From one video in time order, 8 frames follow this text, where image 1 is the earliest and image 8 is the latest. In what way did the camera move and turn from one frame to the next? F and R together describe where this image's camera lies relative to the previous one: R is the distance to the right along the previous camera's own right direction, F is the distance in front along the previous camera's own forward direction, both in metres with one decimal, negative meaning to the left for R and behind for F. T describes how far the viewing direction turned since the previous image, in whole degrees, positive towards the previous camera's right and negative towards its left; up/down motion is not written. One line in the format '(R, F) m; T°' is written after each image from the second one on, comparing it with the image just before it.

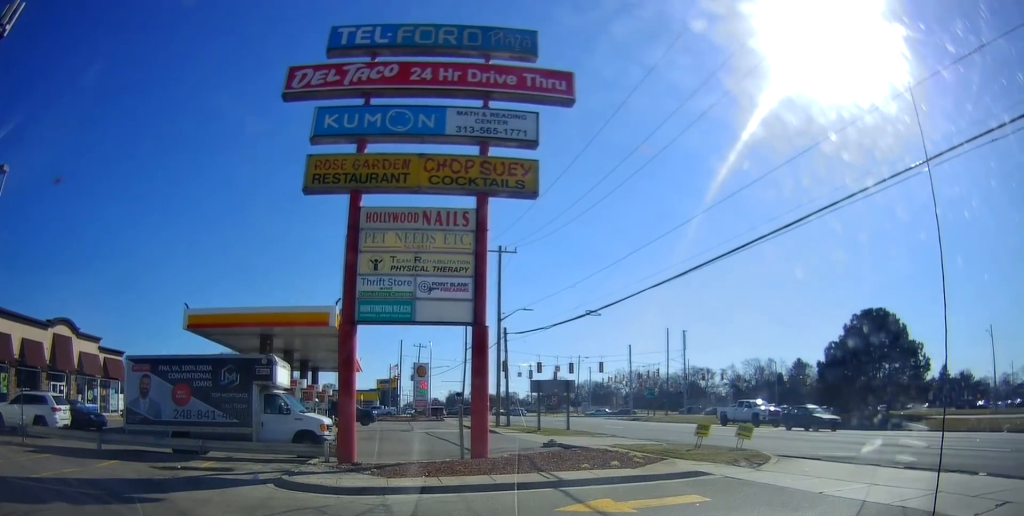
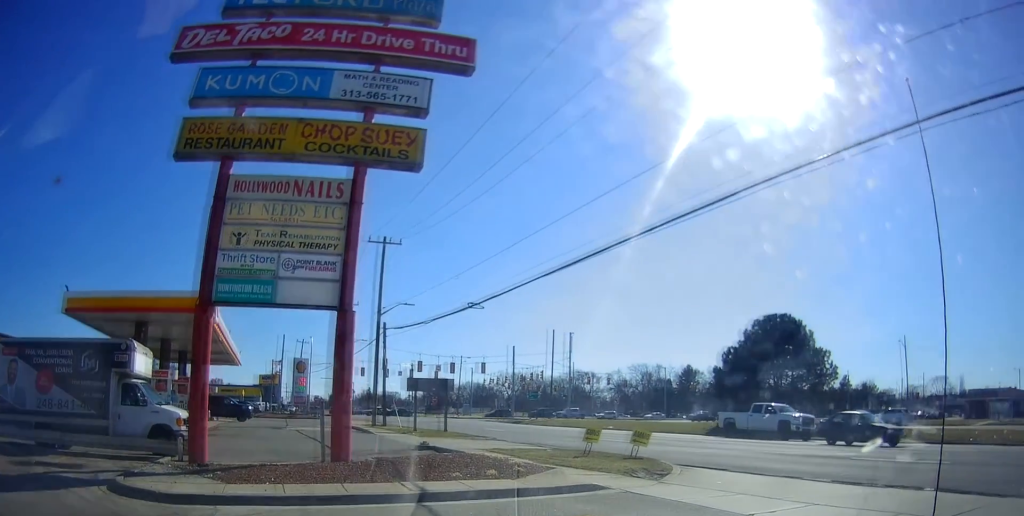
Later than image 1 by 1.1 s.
(-0.4, +2.6) m; +6°
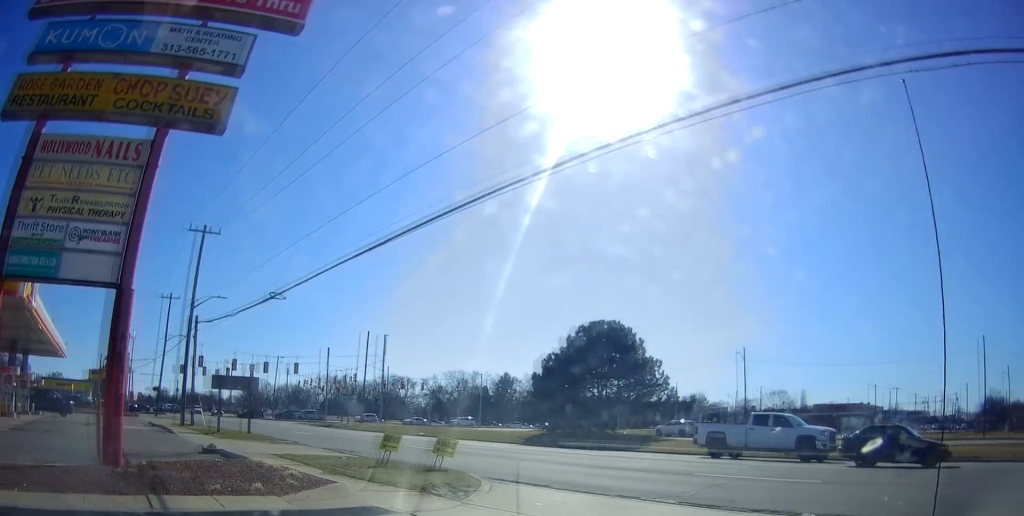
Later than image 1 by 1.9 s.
(+0.5, +2.2) m; +15°
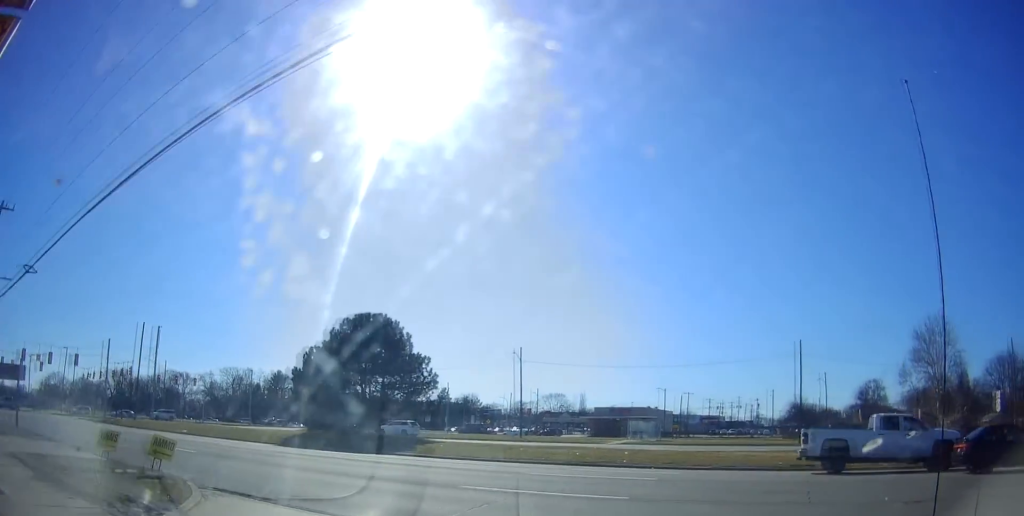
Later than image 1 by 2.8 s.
(+0.4, +3.1) m; +21°
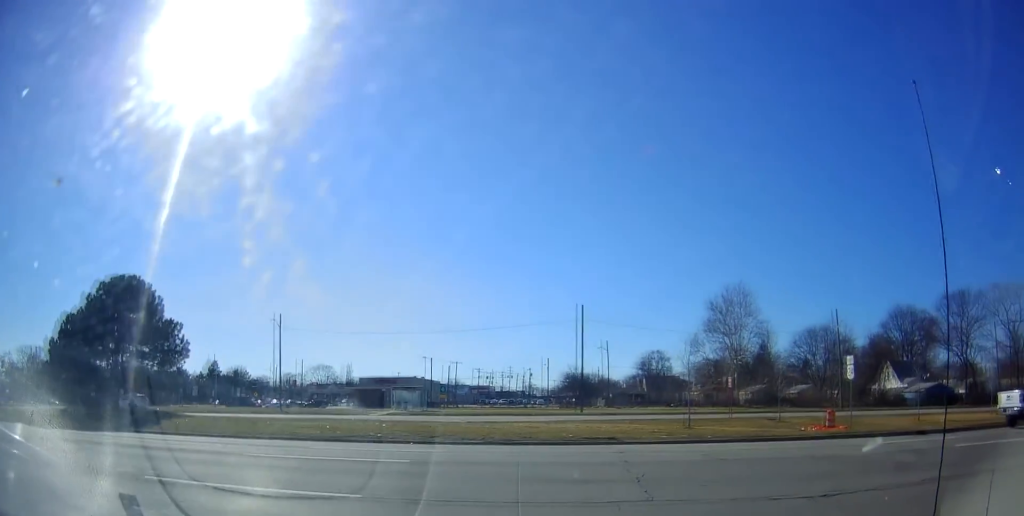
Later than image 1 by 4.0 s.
(+1.1, +4.2) m; +23°
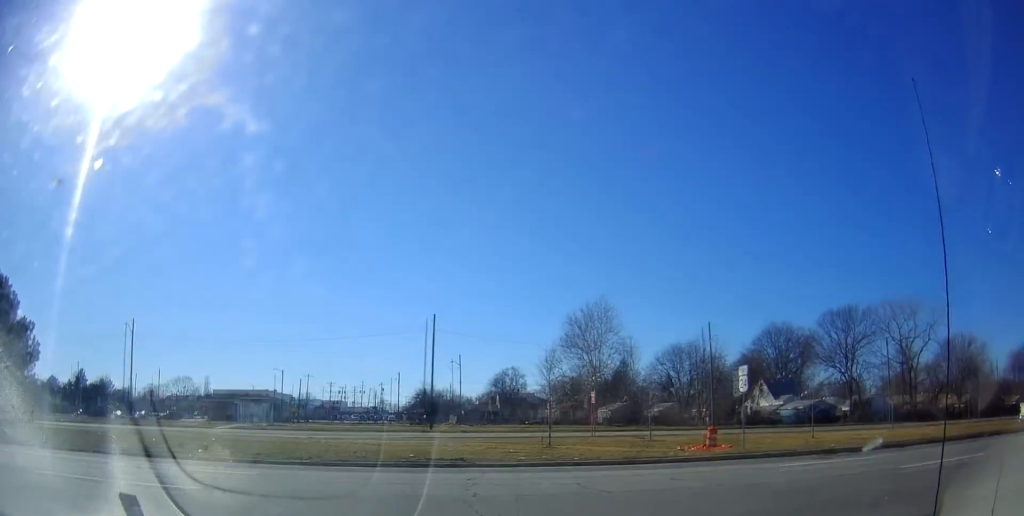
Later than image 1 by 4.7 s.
(+0.2, +3.1) m; +9°
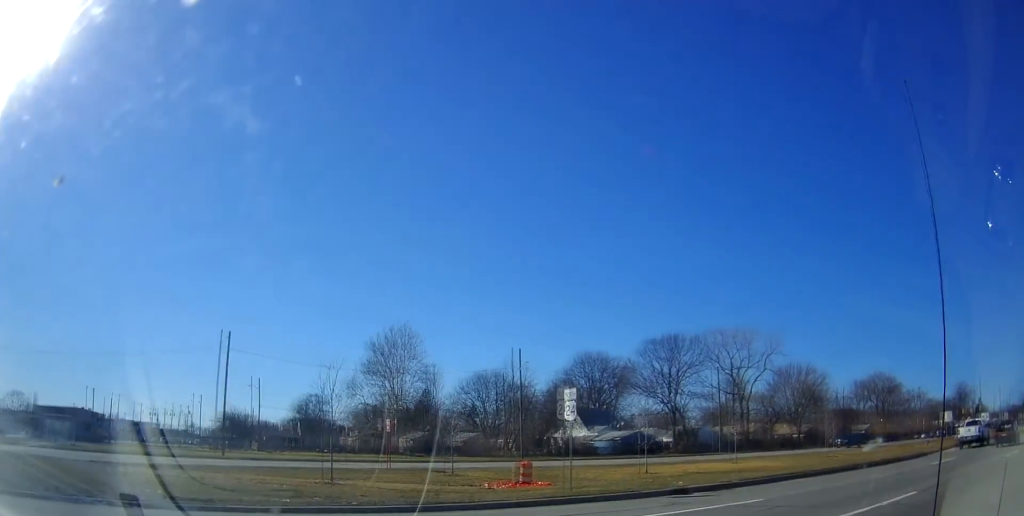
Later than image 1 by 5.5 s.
(+0.2, +3.9) m; +11°
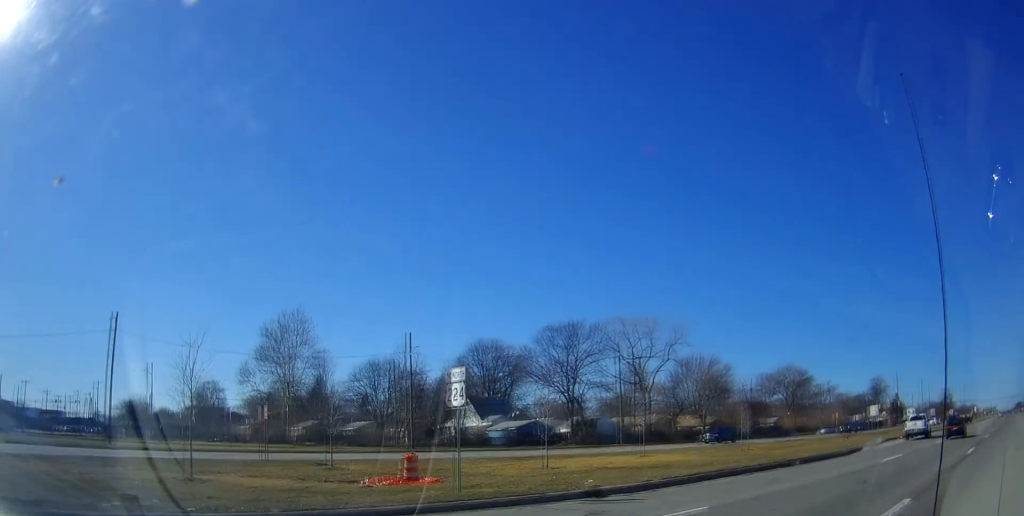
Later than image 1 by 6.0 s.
(+0.1, +2.6) m; +11°
